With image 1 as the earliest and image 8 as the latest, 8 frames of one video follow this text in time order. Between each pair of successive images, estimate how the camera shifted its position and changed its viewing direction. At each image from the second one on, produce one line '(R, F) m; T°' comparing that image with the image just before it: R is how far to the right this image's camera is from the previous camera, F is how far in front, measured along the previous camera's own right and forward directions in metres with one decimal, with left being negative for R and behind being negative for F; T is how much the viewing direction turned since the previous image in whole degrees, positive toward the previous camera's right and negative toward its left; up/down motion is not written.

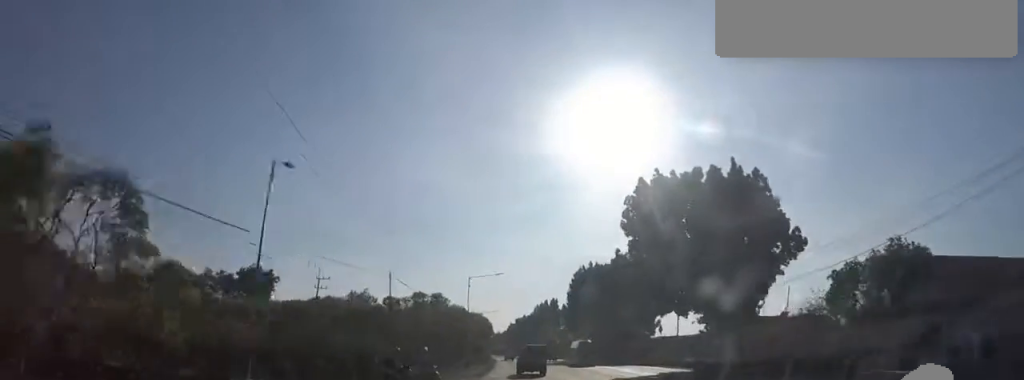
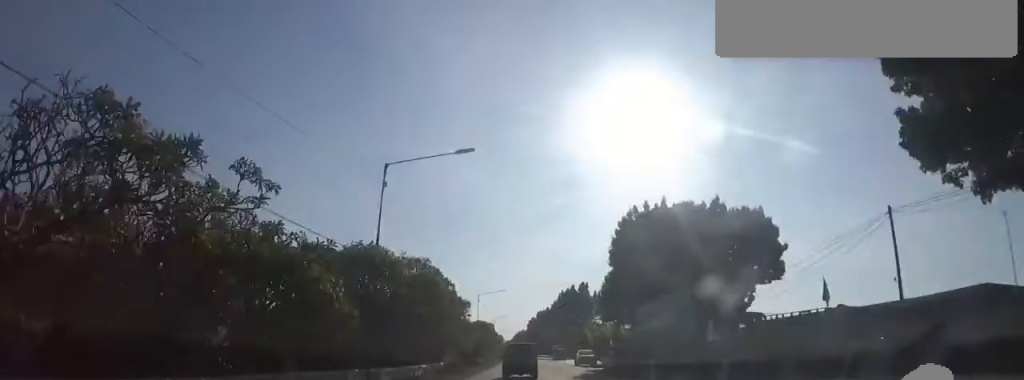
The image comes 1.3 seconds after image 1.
(+0.8, +28.6) m; -1°
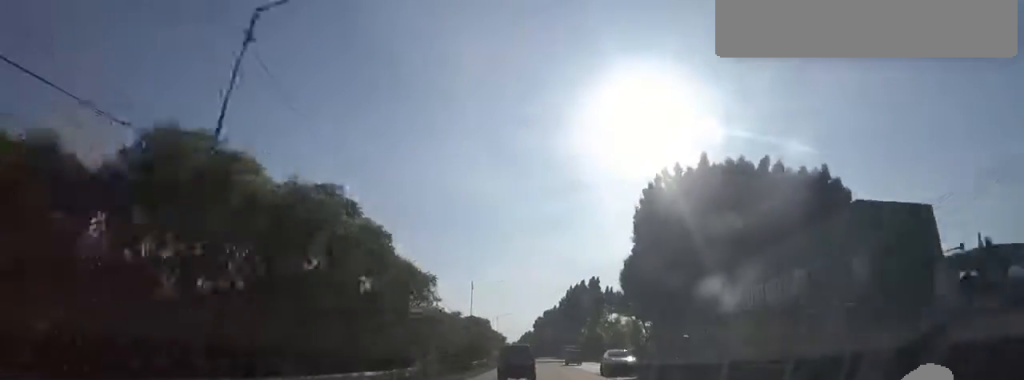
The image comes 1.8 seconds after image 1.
(-0.5, +9.9) m; -2°
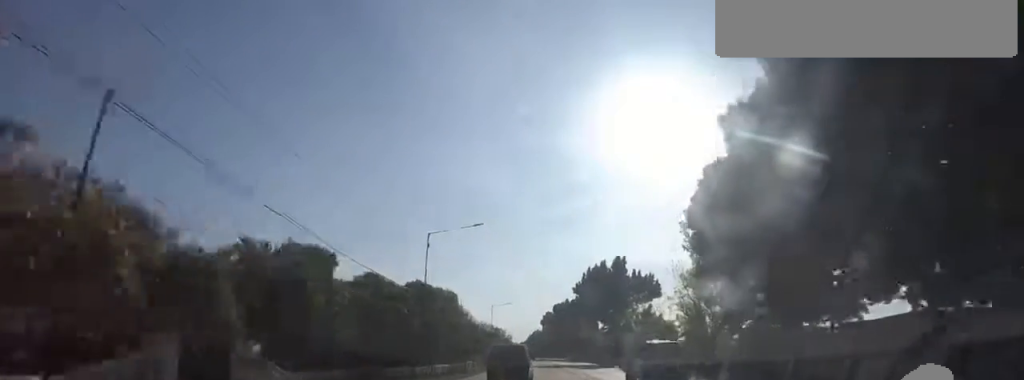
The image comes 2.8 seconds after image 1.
(-0.4, +21.8) m; -1°
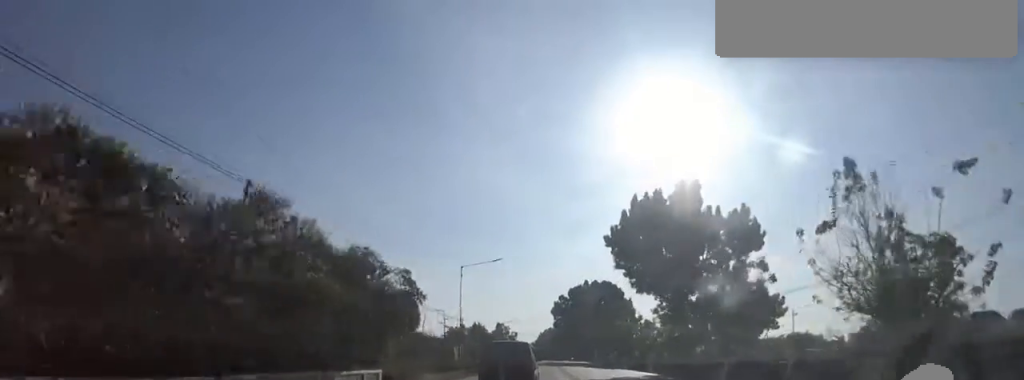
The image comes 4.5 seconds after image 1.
(0.0, +35.6) m; 0°
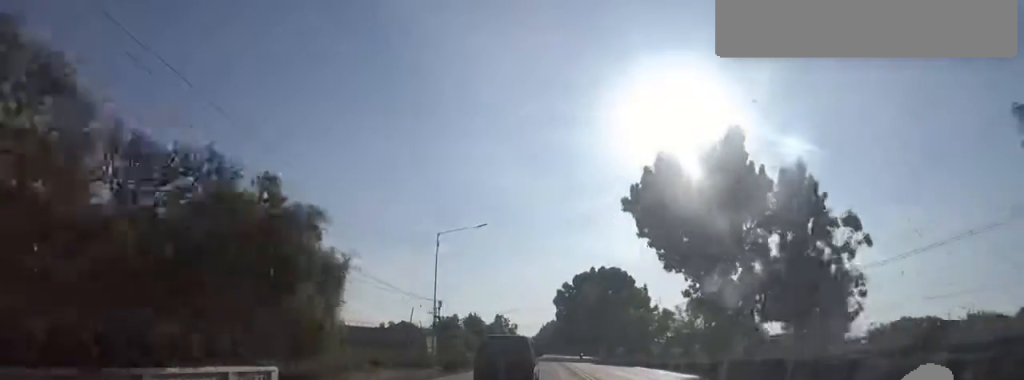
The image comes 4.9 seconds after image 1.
(0.0, +10.1) m; 0°
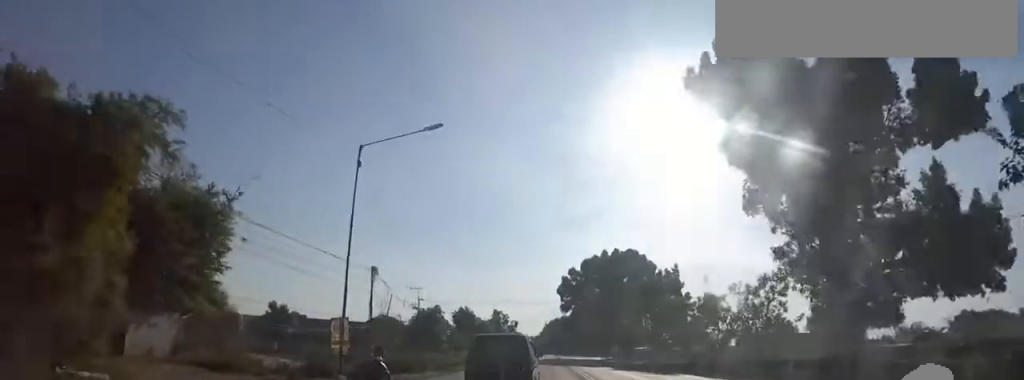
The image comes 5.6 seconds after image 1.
(0.0, +14.7) m; -1°
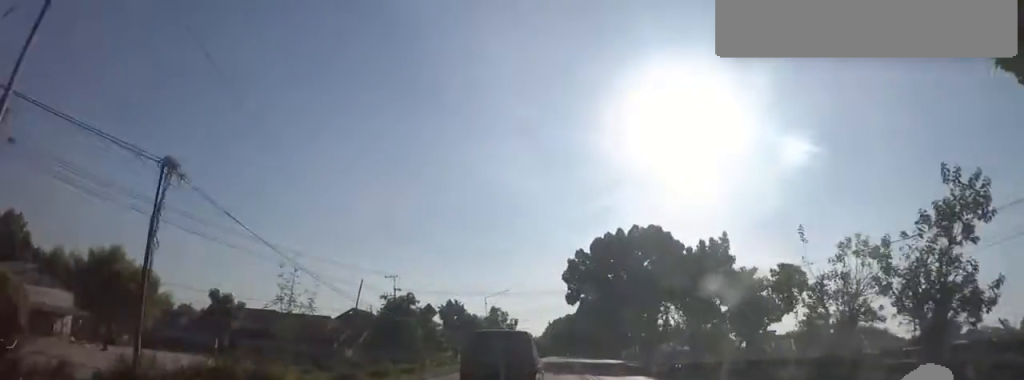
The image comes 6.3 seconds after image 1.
(0.0, +13.7) m; -2°
